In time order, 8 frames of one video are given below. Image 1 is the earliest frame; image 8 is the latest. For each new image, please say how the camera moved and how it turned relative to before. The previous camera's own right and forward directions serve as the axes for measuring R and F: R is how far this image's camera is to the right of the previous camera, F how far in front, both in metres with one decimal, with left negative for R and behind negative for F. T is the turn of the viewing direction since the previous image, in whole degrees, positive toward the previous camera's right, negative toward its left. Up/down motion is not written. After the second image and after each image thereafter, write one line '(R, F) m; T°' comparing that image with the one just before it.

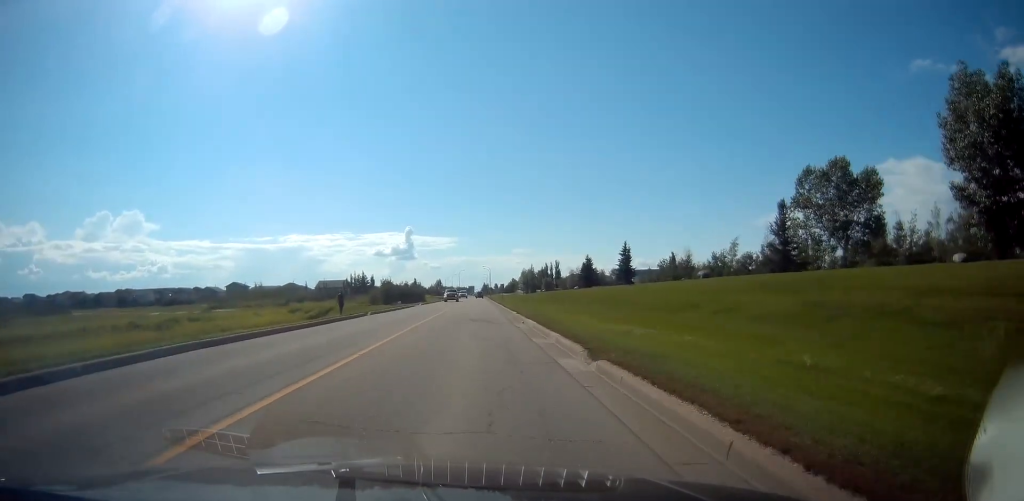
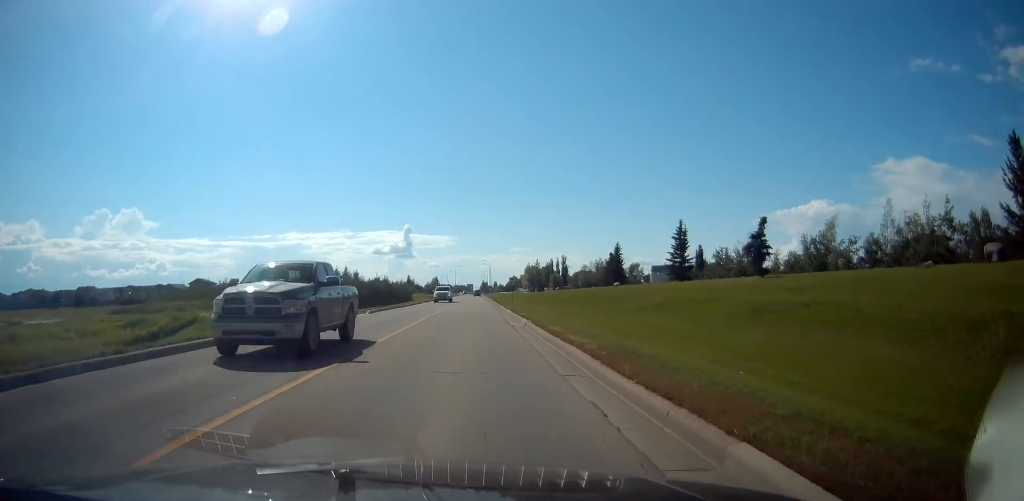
(-0.5, +29.5) m; -1°
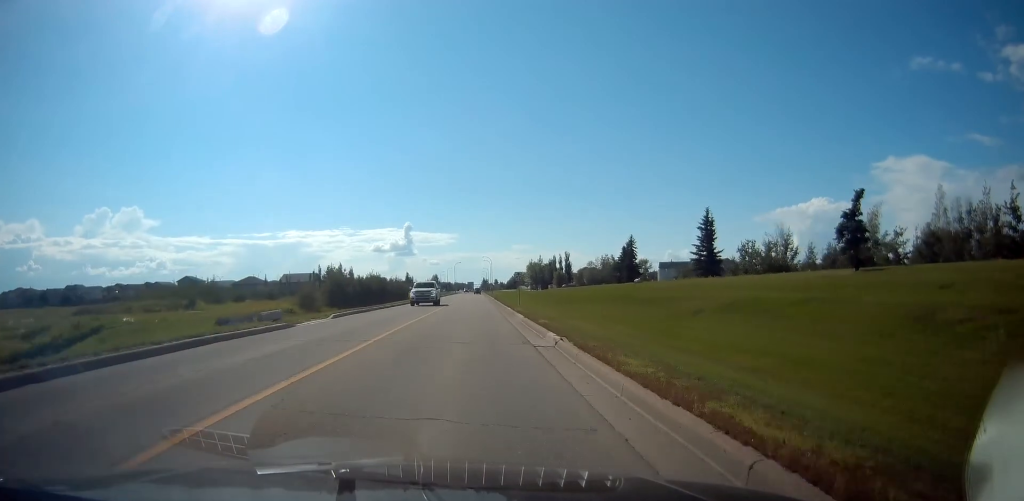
(0.0, +9.0) m; 0°
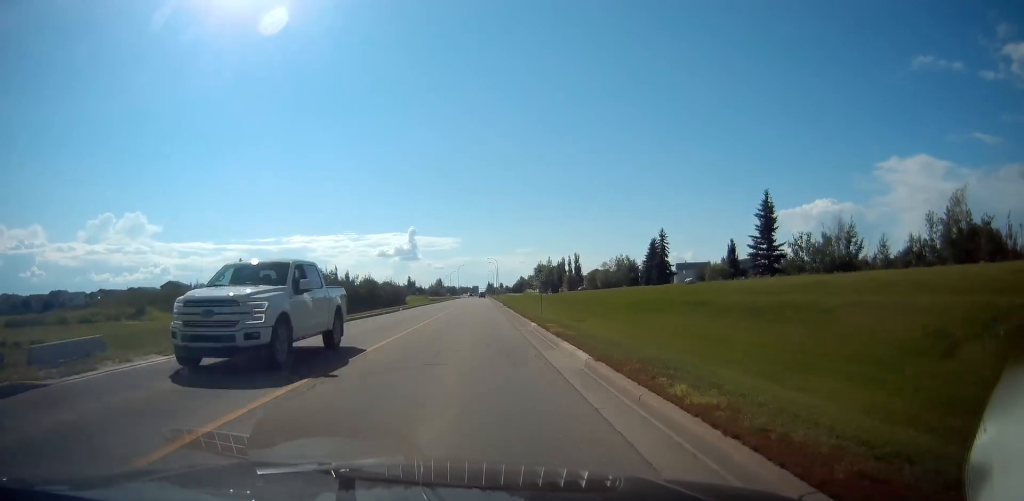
(0.0, +14.1) m; -1°
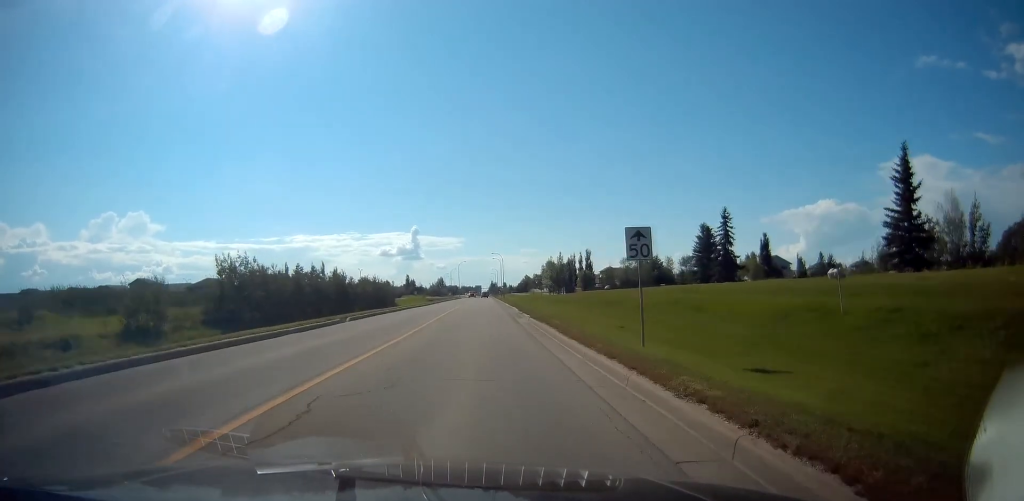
(-0.4, +20.4) m; 0°
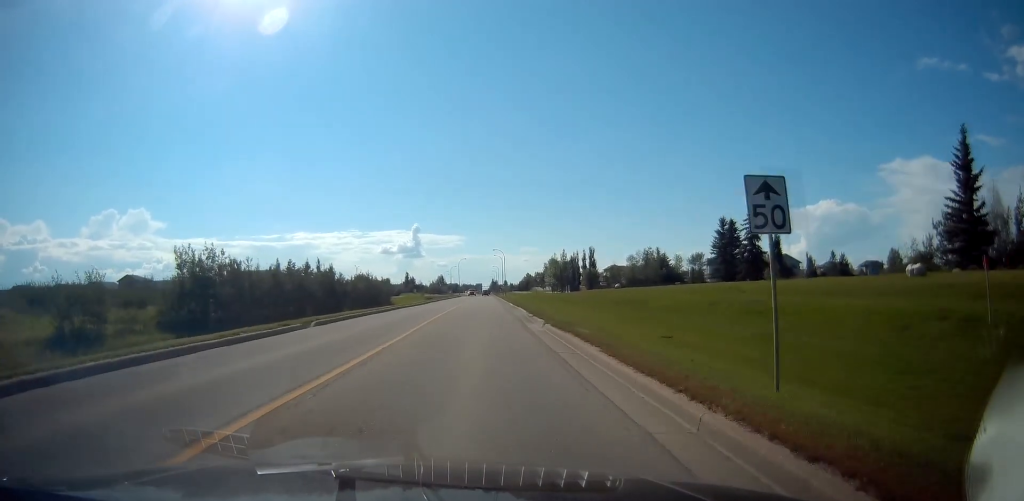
(+0.1, +6.1) m; +1°
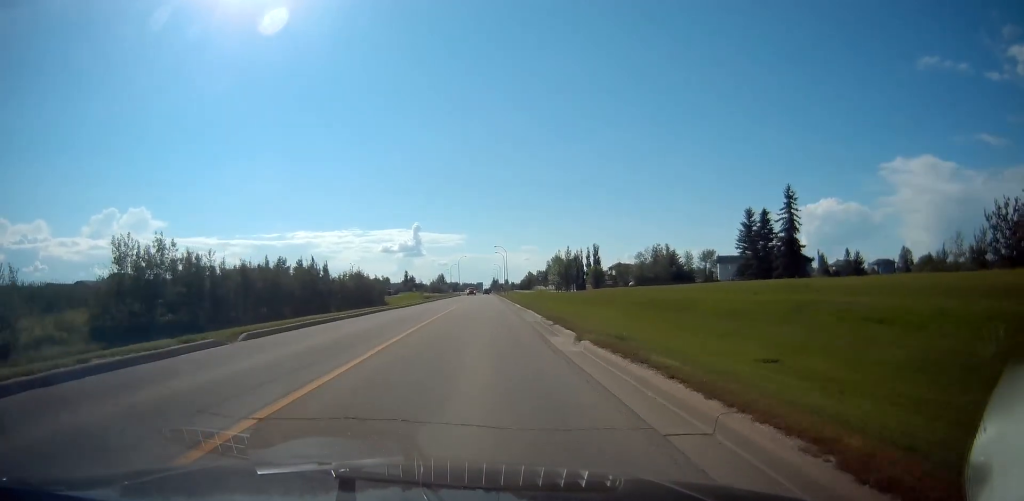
(+0.1, +7.1) m; 0°
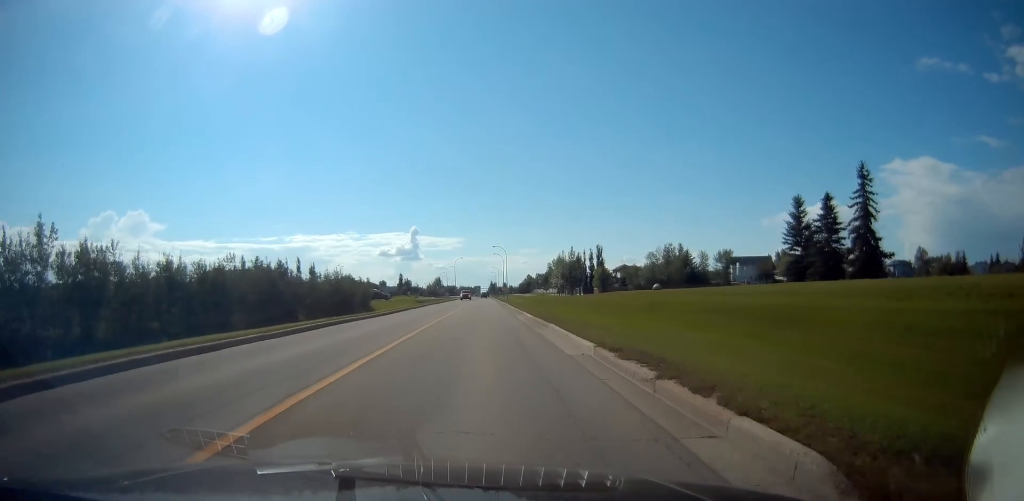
(0.0, +11.2) m; 0°
